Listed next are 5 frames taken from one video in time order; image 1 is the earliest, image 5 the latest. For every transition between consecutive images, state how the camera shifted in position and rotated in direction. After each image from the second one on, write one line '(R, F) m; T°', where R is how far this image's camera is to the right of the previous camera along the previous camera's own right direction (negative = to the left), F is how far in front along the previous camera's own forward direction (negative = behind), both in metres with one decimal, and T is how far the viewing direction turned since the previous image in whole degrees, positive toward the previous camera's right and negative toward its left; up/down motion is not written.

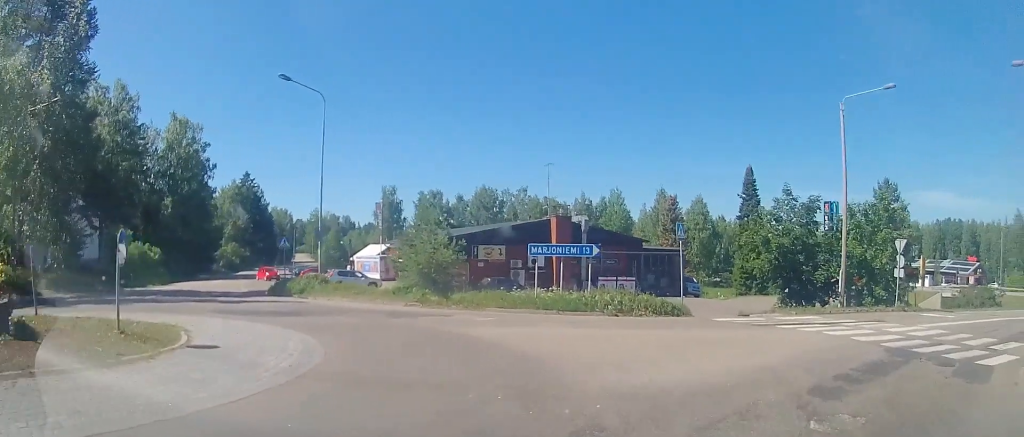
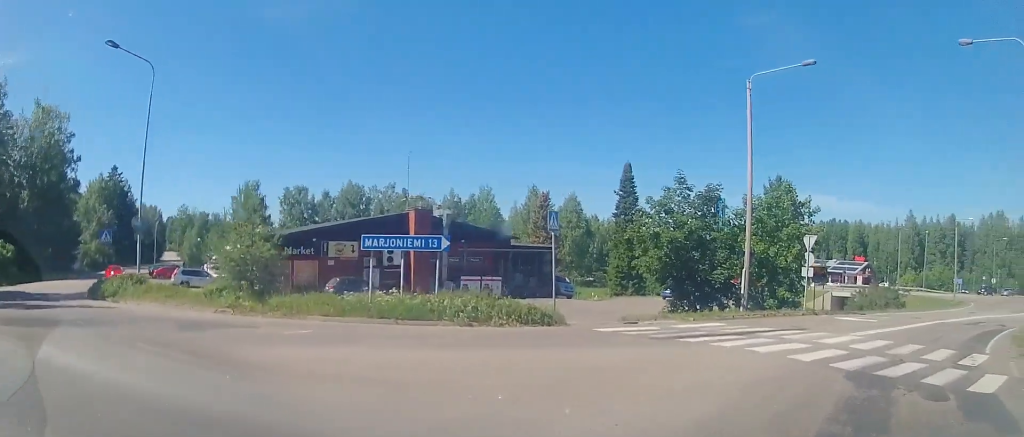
(+0.4, +4.0) m; +11°
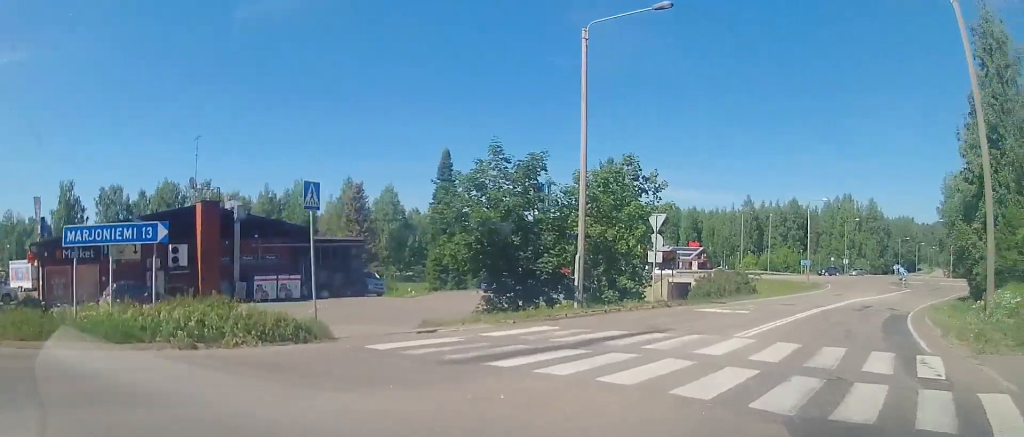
(+0.3, +4.9) m; +10°
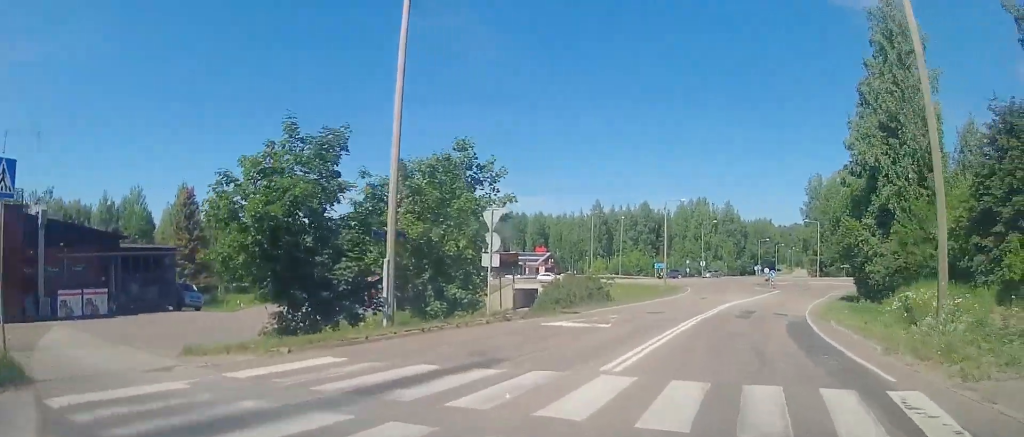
(+0.4, +4.6) m; +10°
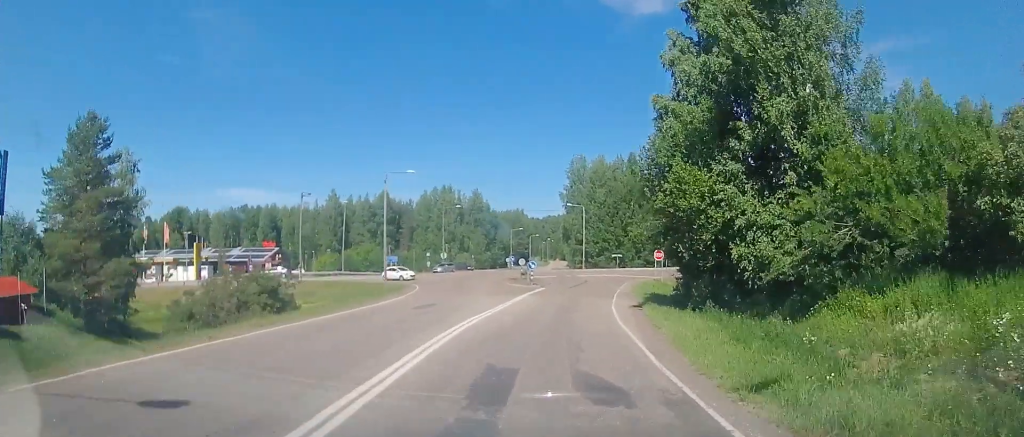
(+4.8, +17.4) m; +26°
